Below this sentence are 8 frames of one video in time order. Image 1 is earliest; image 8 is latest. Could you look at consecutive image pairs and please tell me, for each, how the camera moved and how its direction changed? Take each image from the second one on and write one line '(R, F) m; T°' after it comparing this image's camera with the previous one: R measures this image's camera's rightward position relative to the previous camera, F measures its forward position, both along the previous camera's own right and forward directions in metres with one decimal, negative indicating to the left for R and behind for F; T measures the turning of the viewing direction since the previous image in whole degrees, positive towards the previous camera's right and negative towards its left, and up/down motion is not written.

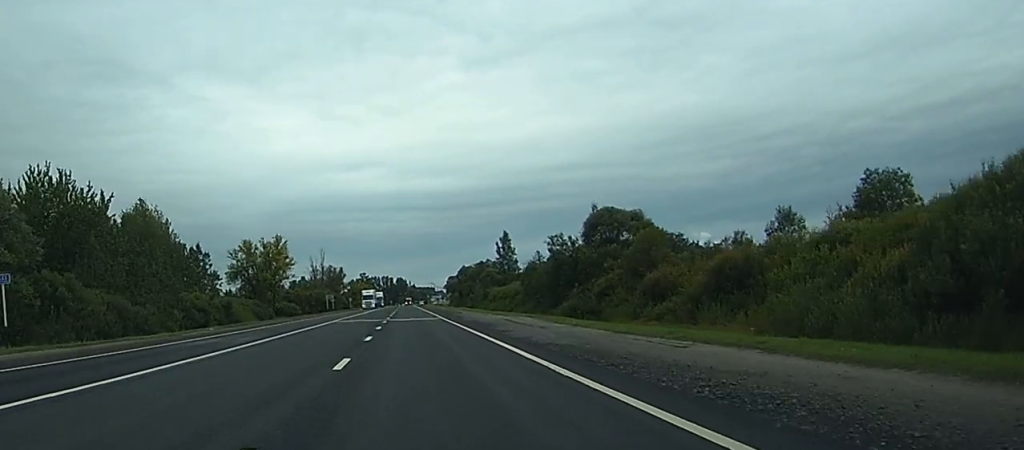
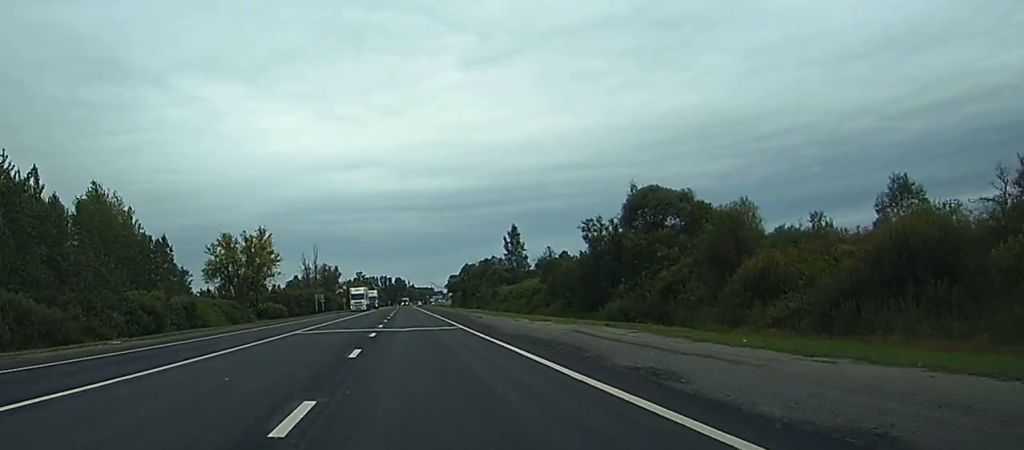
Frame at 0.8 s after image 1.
(0.0, +20.1) m; 0°
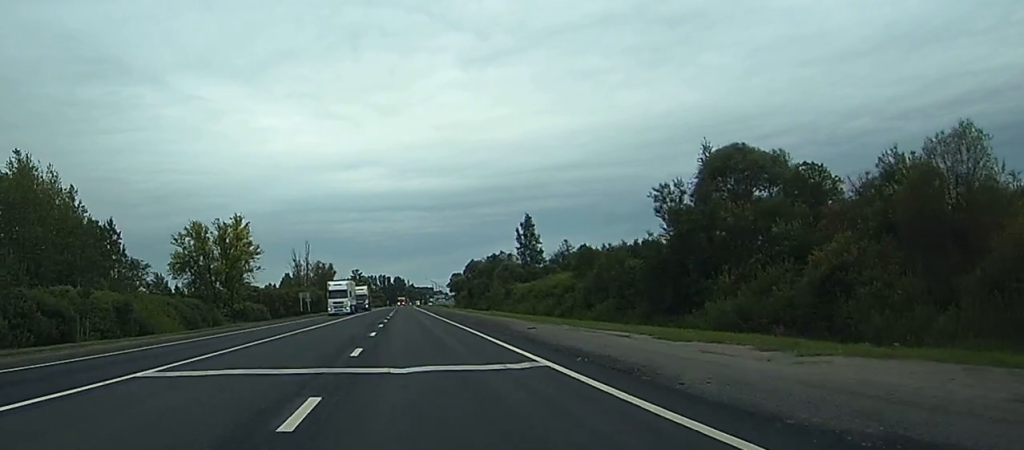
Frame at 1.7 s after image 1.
(0.0, +23.6) m; 0°
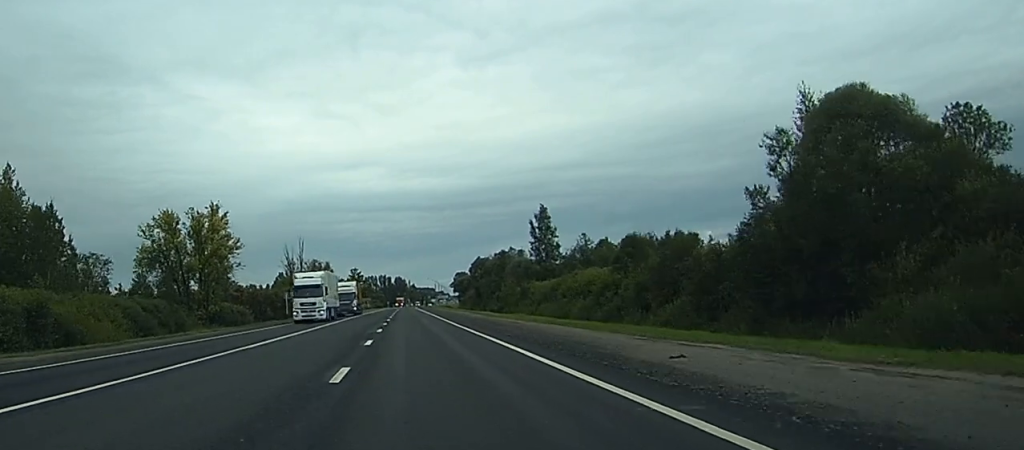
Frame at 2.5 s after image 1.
(-0.1, +18.5) m; 0°
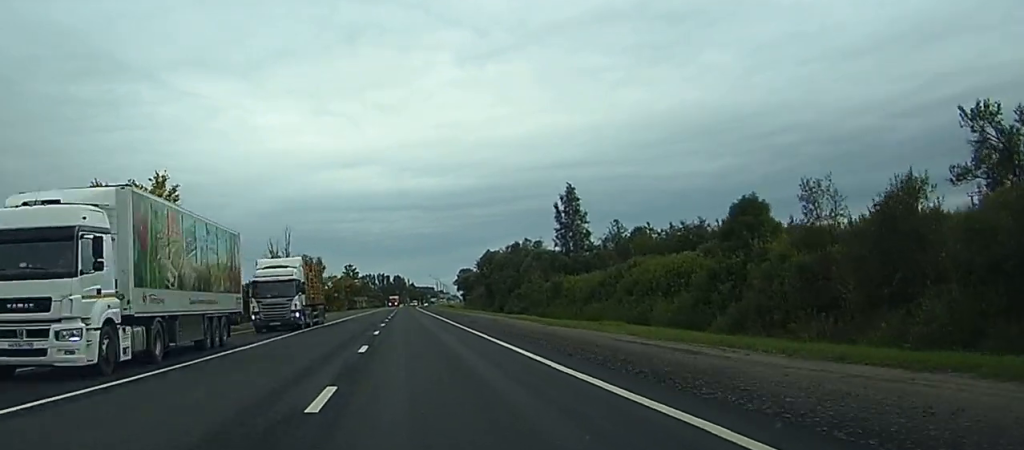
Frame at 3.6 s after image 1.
(+0.3, +27.7) m; 0°
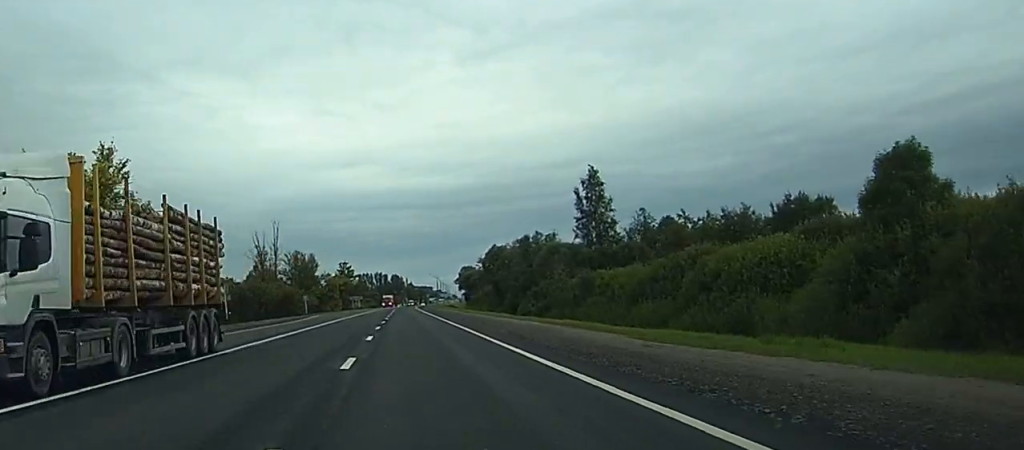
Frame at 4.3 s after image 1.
(-0.1, +17.6) m; 0°
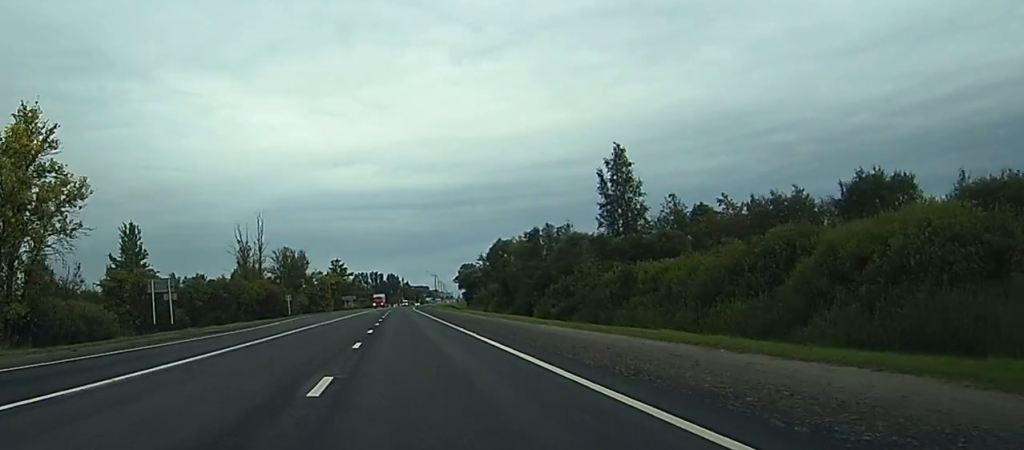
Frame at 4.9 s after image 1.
(0.0, +16.6) m; 0°
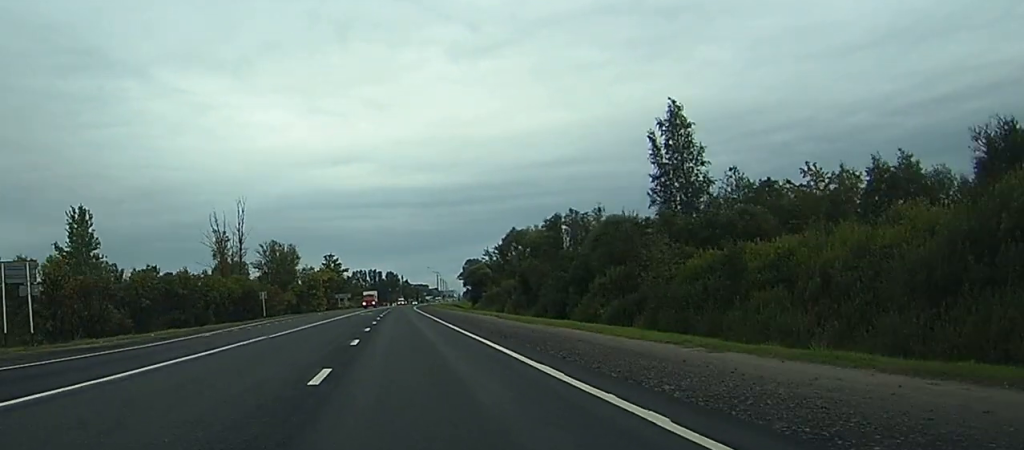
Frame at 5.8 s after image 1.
(0.0, +22.3) m; 0°
